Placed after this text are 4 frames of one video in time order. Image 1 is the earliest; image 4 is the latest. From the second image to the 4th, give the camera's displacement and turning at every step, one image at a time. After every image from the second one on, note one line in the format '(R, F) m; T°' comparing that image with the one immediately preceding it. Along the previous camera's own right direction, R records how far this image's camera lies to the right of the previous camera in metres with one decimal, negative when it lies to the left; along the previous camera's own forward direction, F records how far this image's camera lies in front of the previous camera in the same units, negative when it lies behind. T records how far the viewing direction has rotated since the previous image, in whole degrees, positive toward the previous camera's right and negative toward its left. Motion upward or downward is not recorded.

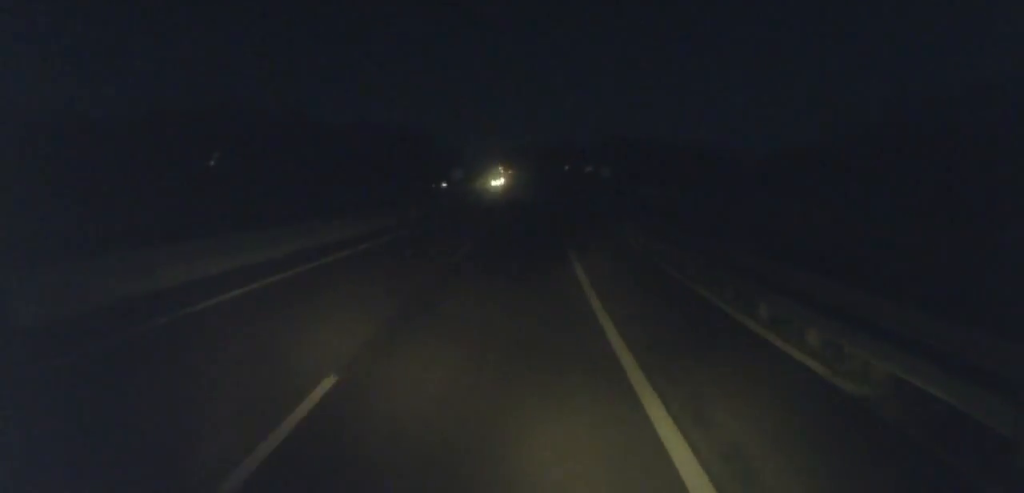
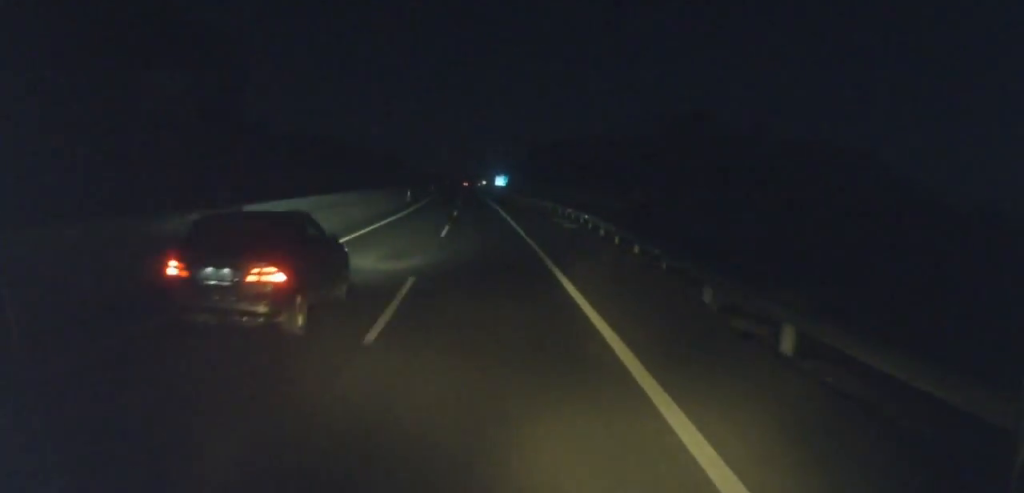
(+21.9, +284.9) m; -2°
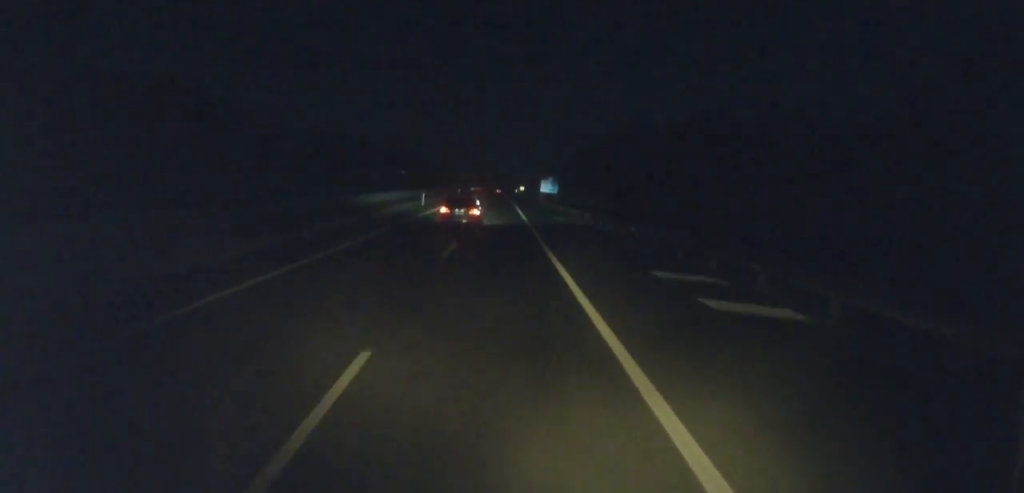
(-1.8, +54.8) m; -1°
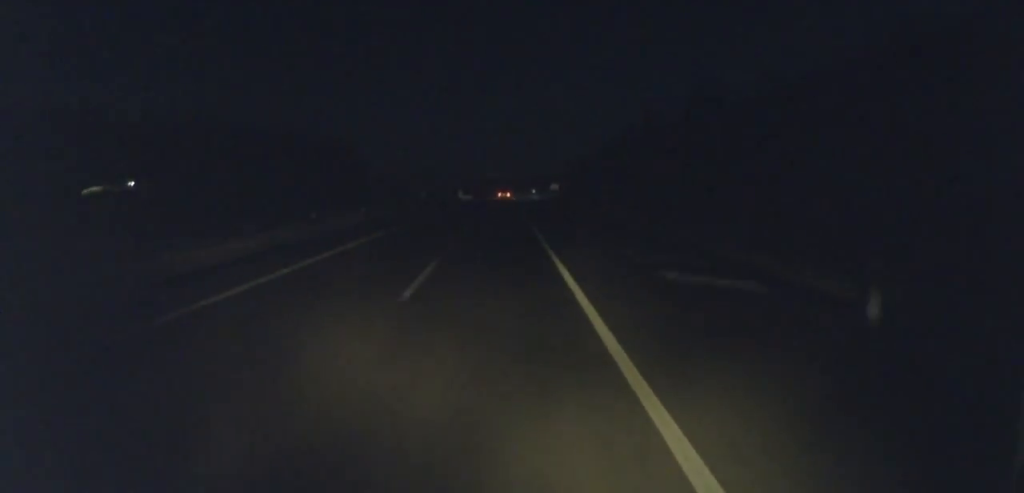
(+3.9, +178.1) m; +2°
